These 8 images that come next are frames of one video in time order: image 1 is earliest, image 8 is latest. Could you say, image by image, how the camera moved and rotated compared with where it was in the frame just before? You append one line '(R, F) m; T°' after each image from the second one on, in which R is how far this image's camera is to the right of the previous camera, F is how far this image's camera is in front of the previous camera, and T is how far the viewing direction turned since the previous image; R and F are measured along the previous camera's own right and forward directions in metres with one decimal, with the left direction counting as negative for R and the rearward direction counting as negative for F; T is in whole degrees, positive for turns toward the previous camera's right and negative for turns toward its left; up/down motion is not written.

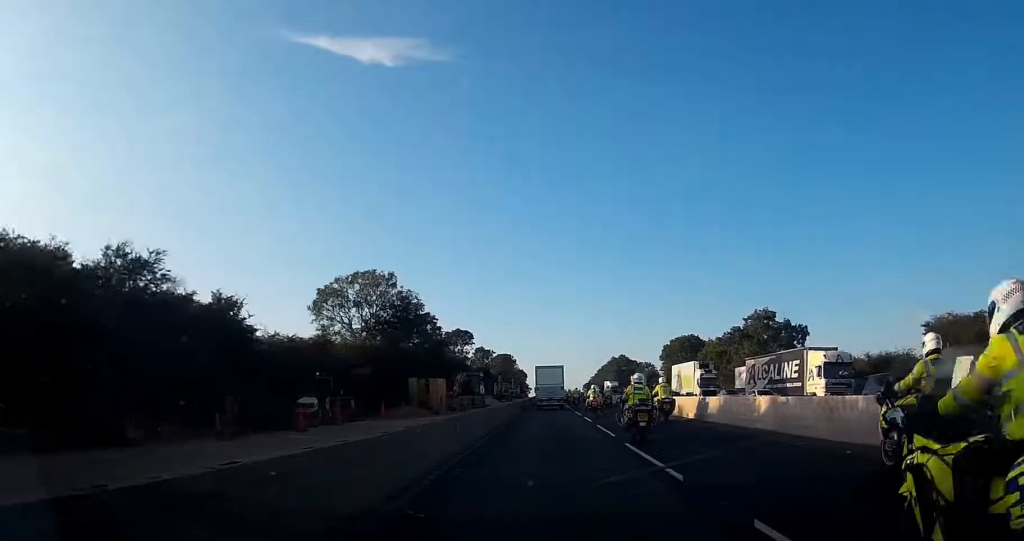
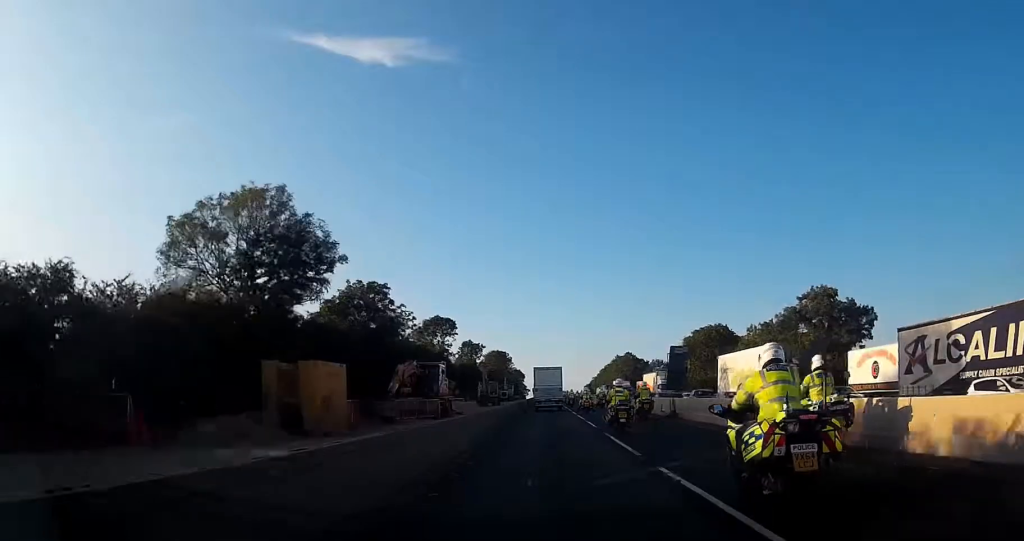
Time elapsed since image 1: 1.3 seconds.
(0.0, +22.5) m; 0°
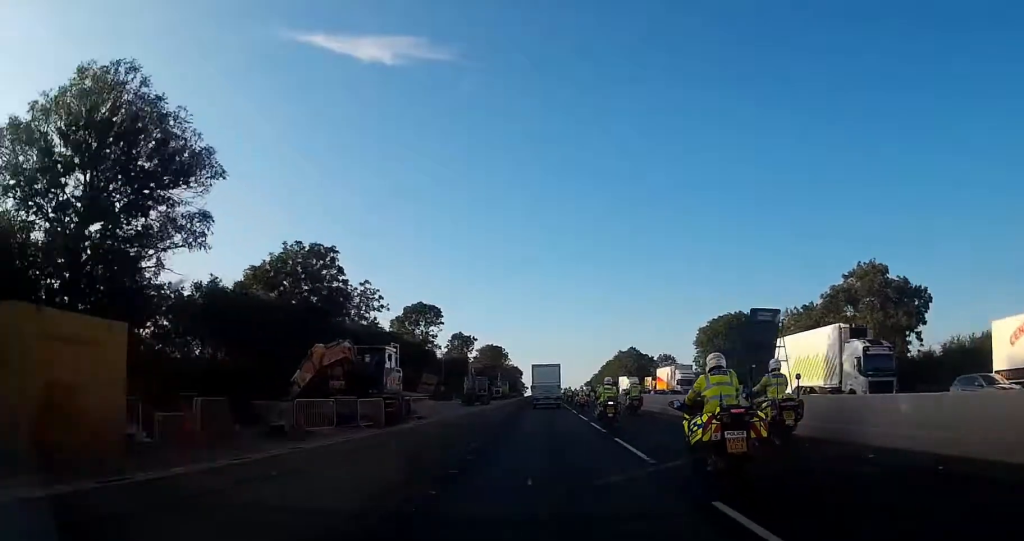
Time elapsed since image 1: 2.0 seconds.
(0.0, +13.0) m; 0°
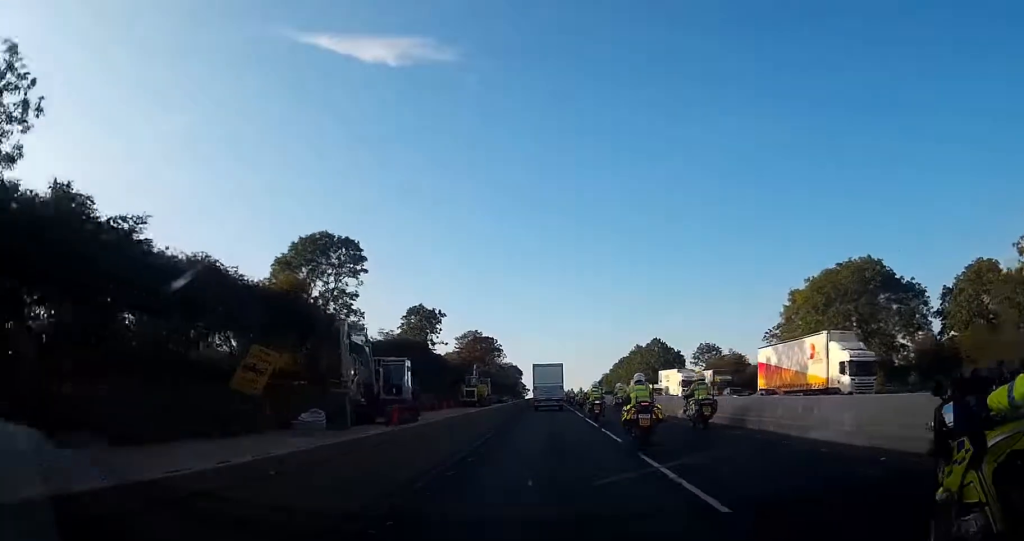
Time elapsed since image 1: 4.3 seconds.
(-0.2, +40.1) m; 0°
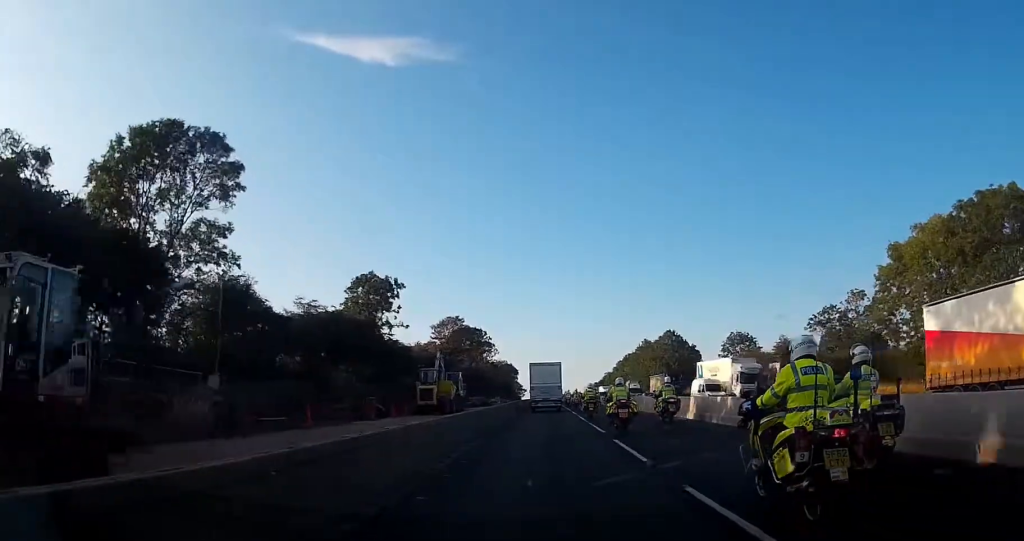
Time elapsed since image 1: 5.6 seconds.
(+0.1, +22.0) m; 0°
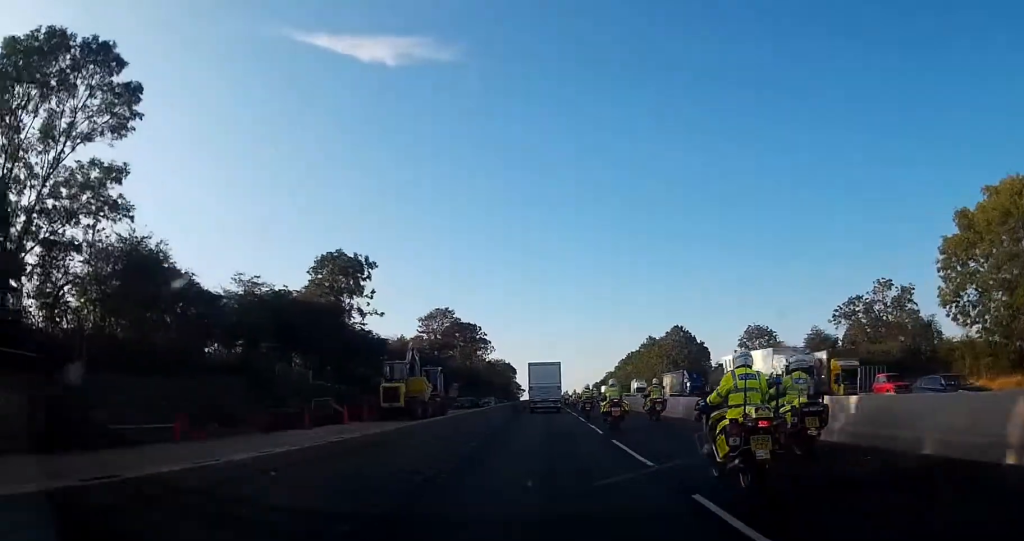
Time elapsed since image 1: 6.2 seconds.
(0.0, +9.5) m; 0°
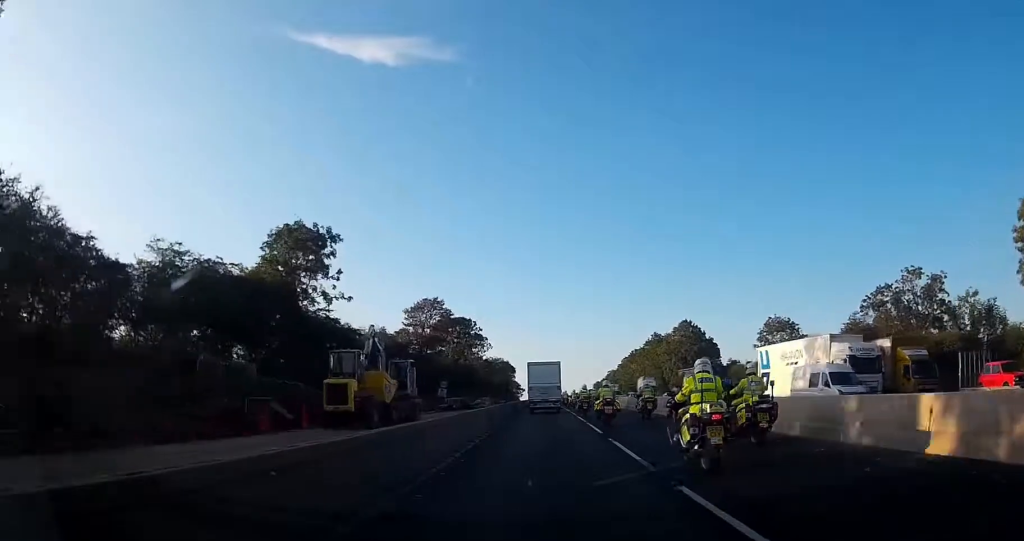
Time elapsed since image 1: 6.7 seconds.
(0.0, +9.0) m; 0°
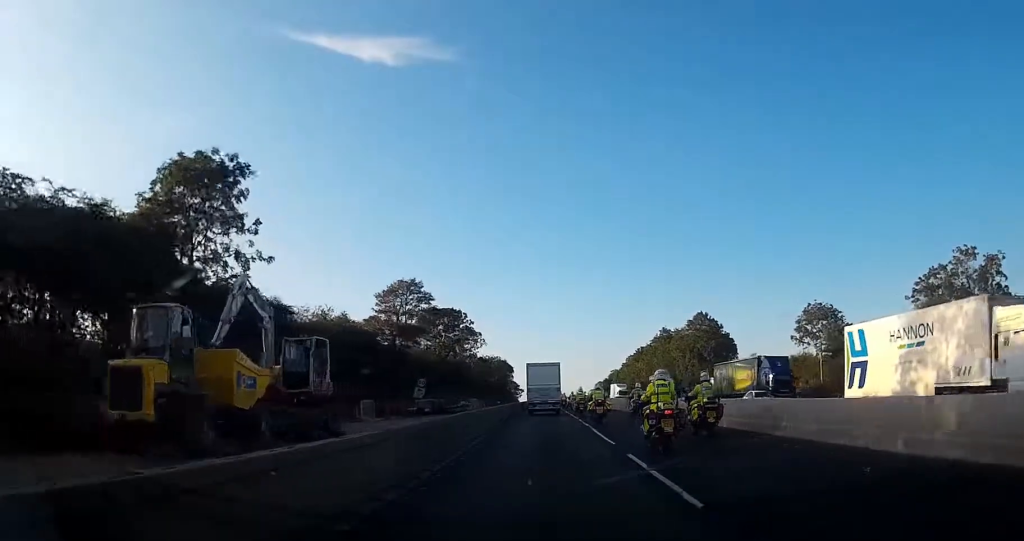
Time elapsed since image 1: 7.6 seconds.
(+0.1, +13.9) m; 0°
